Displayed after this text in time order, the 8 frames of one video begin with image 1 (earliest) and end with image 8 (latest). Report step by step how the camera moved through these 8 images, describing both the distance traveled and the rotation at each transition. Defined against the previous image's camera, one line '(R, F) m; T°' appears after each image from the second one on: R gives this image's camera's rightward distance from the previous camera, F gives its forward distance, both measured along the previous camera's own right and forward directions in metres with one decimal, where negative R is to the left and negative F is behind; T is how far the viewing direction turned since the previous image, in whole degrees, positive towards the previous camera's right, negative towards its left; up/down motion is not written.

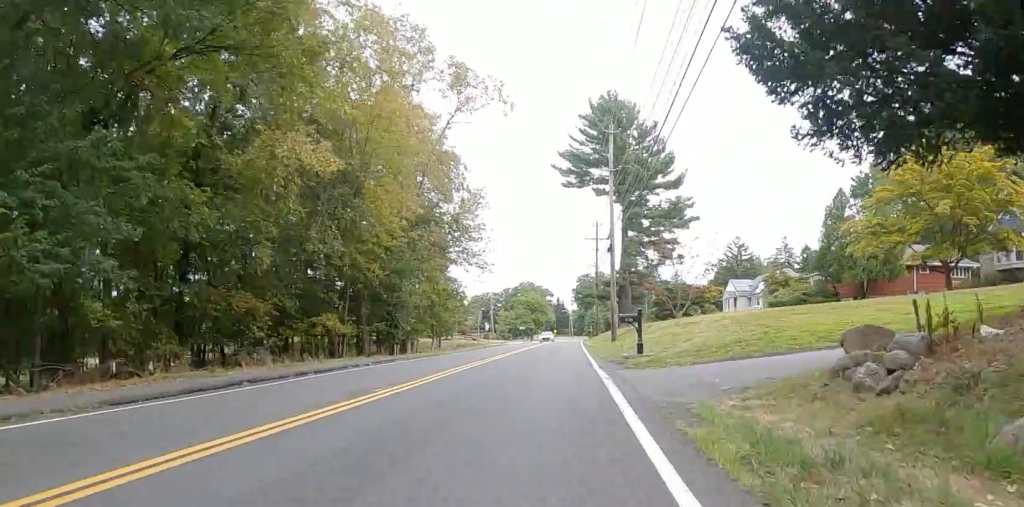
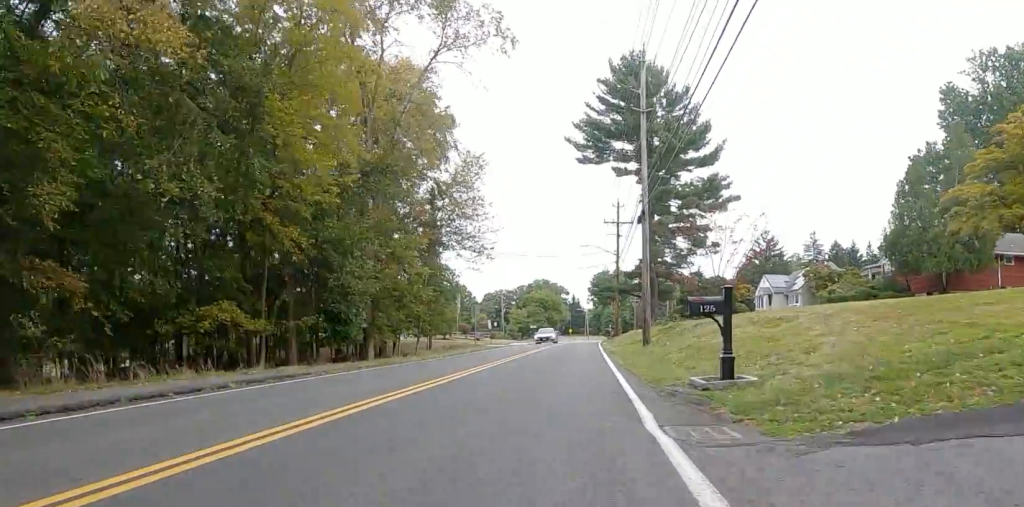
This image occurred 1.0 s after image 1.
(+0.1, +8.7) m; -1°
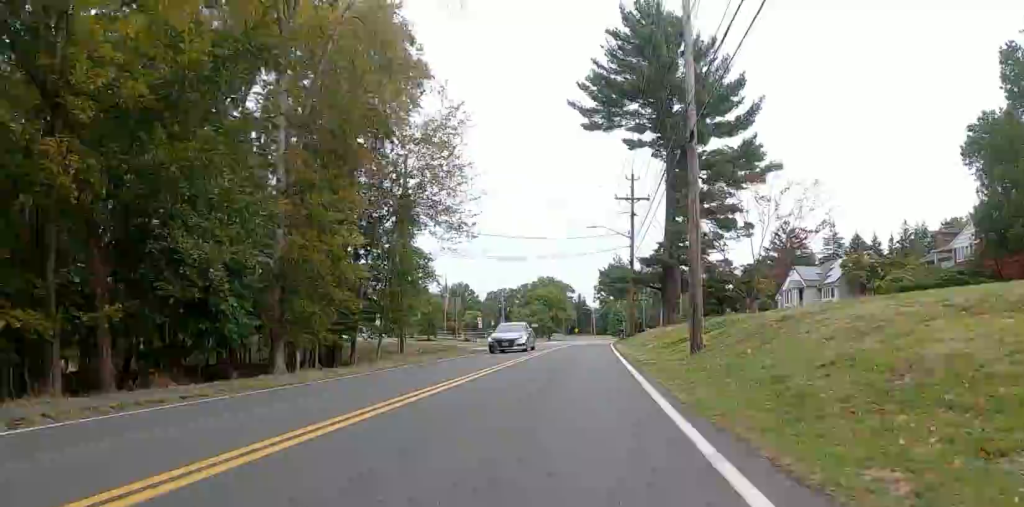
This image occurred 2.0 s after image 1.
(-0.3, +8.6) m; -5°
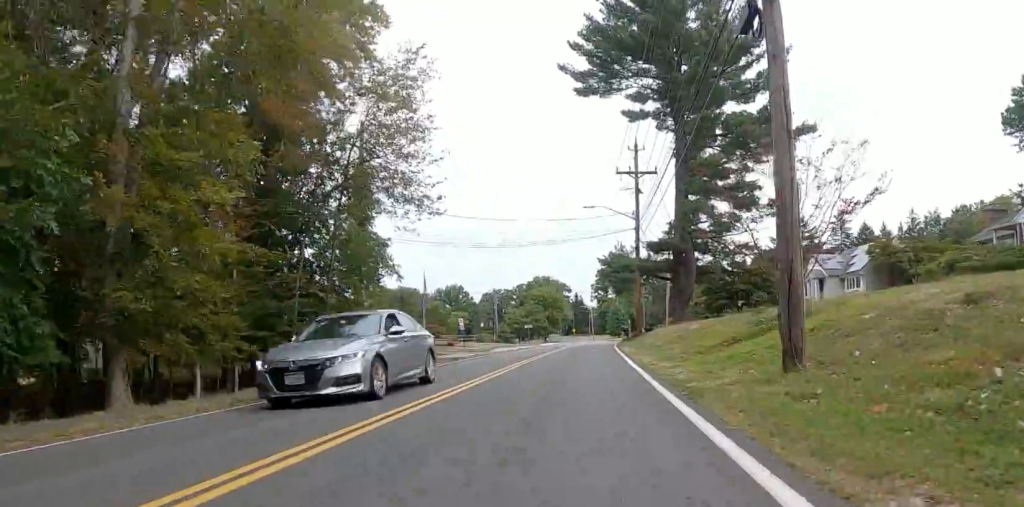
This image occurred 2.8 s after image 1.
(-0.3, +7.1) m; +1°
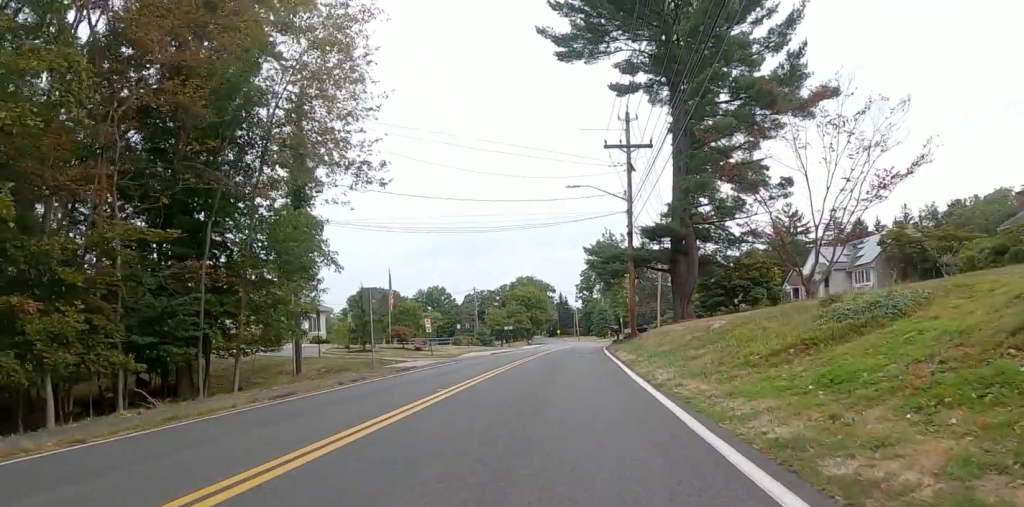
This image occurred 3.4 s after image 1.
(-0.2, +5.6) m; +2°
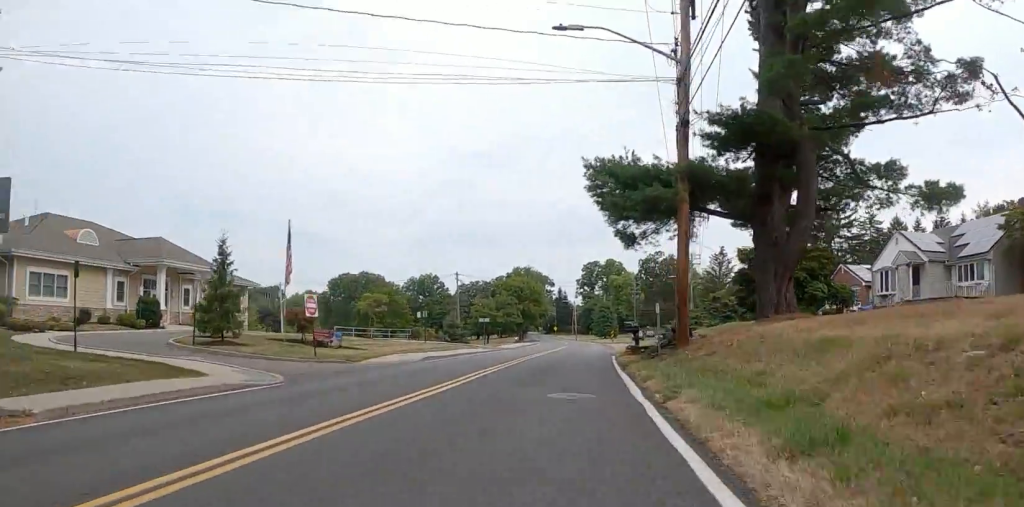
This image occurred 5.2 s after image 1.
(0.0, +16.1) m; 0°
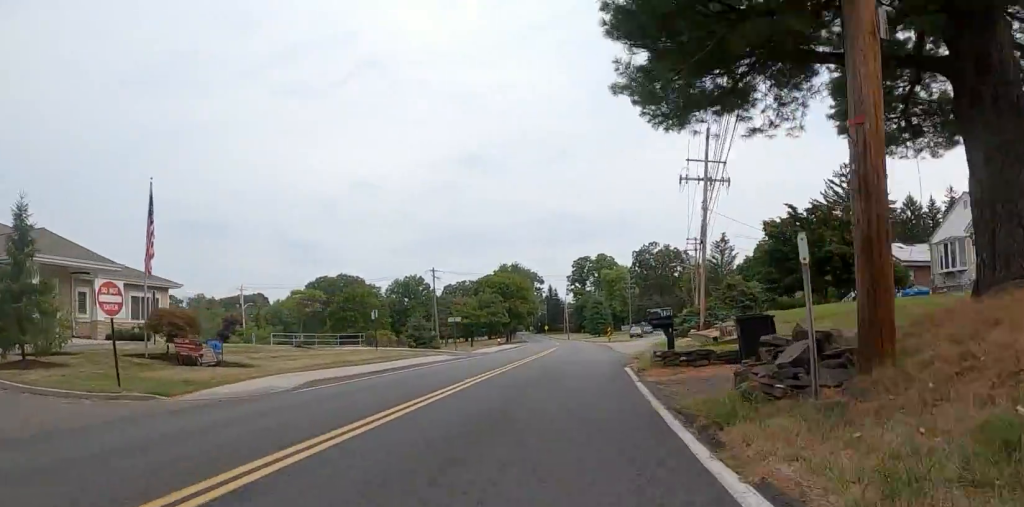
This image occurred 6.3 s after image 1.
(+1.1, +9.8) m; +7°
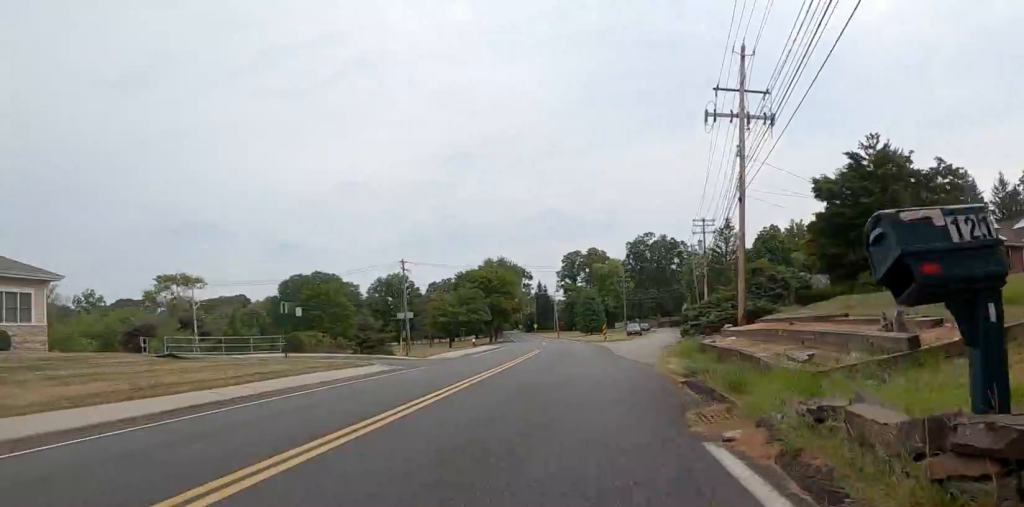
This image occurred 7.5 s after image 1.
(-0.3, +10.3) m; -5°
